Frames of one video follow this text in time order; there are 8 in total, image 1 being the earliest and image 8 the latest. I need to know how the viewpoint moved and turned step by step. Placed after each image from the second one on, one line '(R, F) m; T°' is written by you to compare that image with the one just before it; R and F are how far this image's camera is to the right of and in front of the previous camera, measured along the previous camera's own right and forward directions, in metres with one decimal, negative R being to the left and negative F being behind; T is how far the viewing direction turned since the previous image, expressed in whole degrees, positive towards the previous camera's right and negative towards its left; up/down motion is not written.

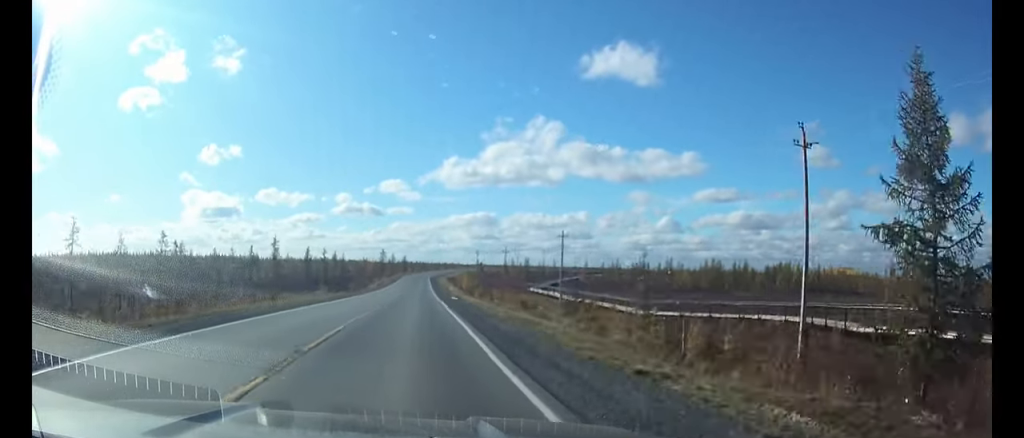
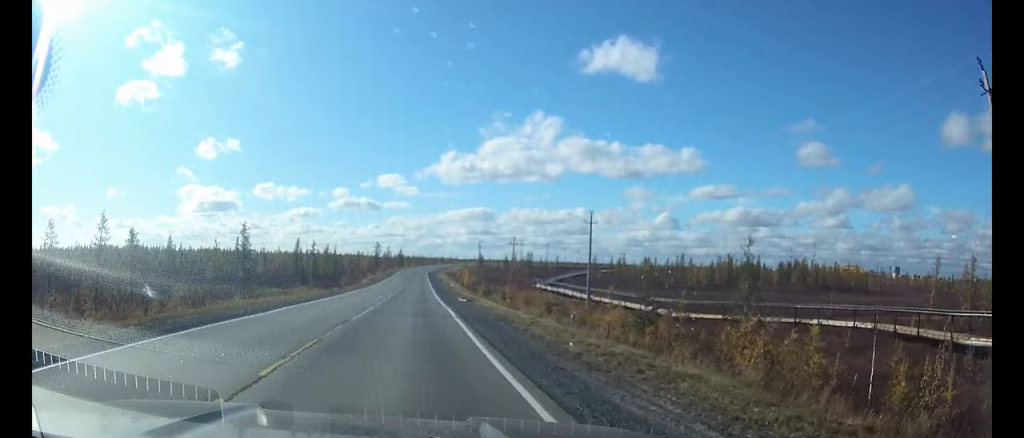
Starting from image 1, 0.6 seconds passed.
(0.0, +12.9) m; 0°
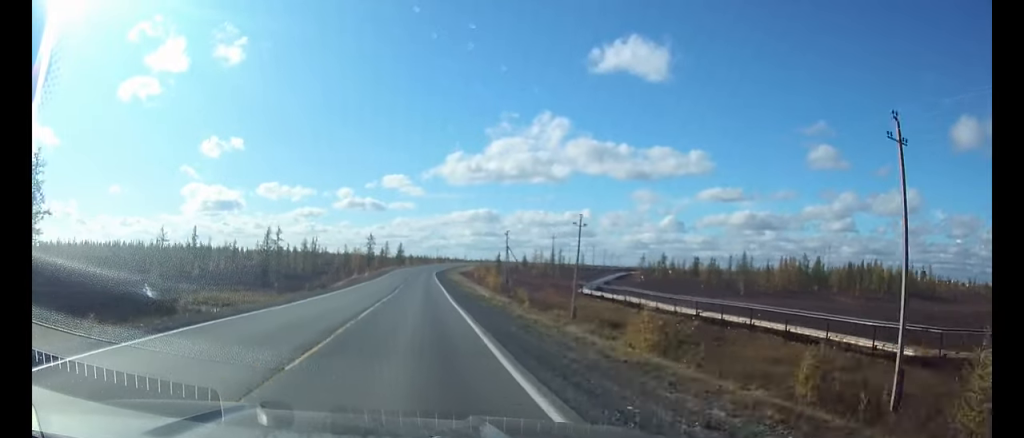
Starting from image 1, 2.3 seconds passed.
(+0.1, +40.1) m; 0°
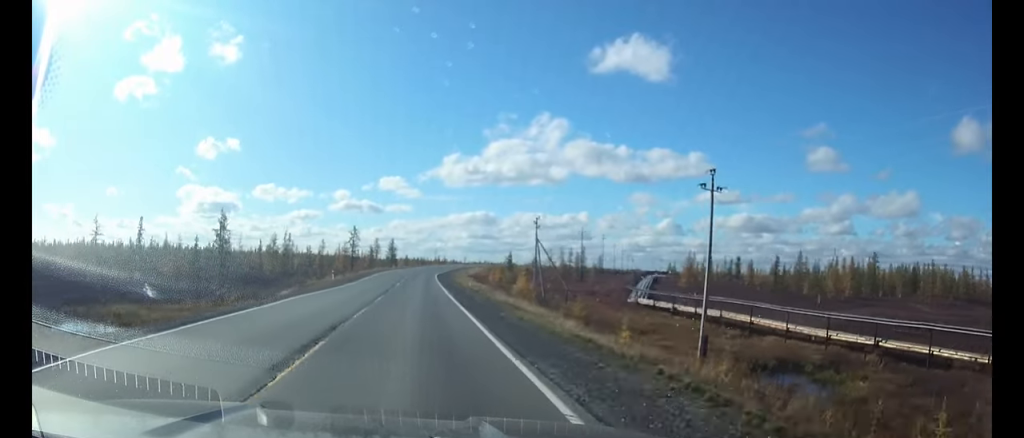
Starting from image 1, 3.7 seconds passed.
(0.0, +30.5) m; 0°
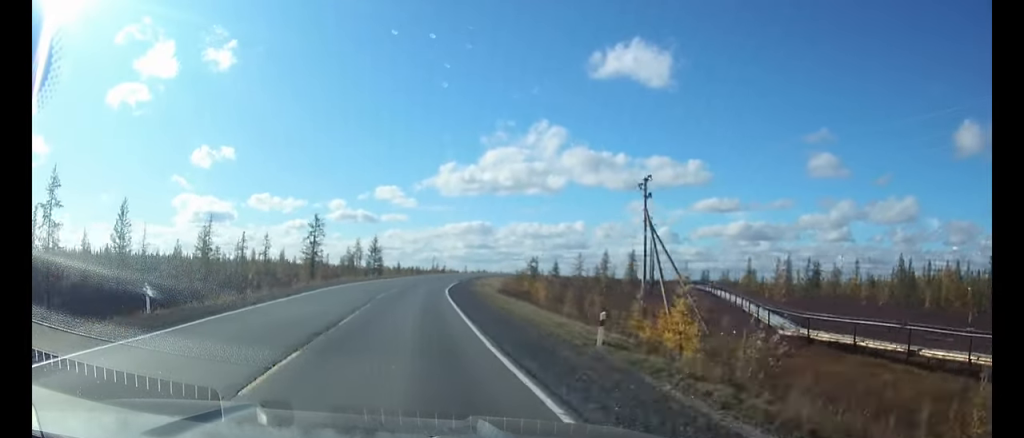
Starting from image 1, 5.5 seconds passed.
(+0.1, +40.5) m; +1°
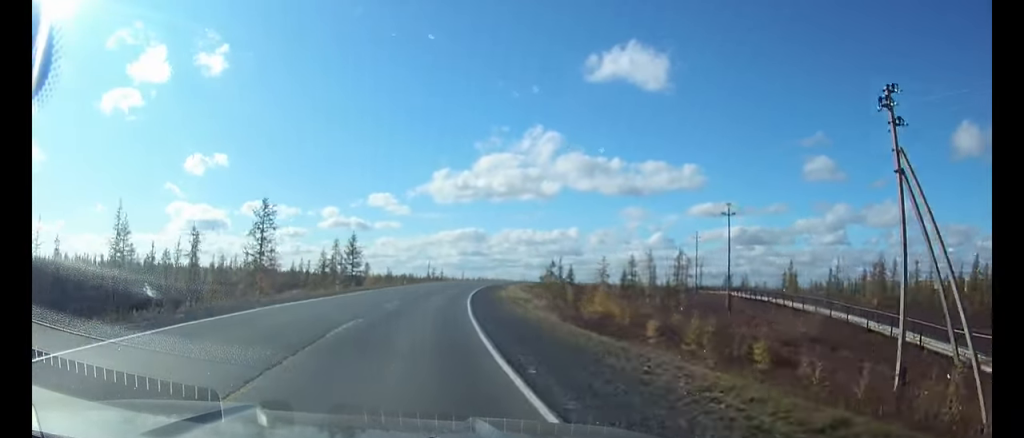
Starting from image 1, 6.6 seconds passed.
(+0.3, +24.2) m; +2°
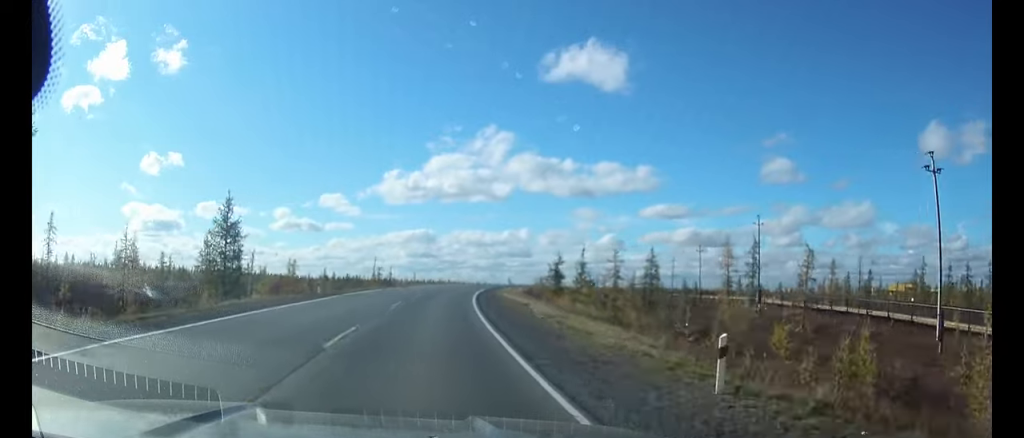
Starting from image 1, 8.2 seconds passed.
(+1.4, +35.0) m; +5°
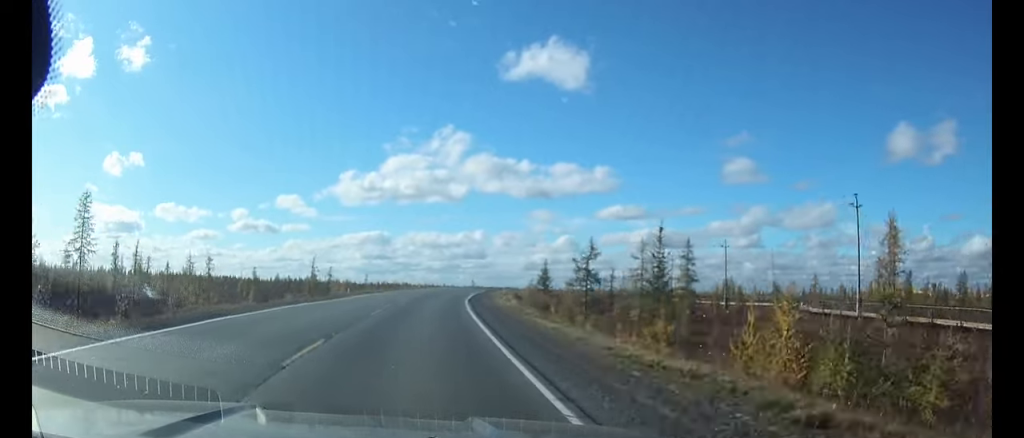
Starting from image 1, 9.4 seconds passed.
(+1.0, +27.0) m; +3°
